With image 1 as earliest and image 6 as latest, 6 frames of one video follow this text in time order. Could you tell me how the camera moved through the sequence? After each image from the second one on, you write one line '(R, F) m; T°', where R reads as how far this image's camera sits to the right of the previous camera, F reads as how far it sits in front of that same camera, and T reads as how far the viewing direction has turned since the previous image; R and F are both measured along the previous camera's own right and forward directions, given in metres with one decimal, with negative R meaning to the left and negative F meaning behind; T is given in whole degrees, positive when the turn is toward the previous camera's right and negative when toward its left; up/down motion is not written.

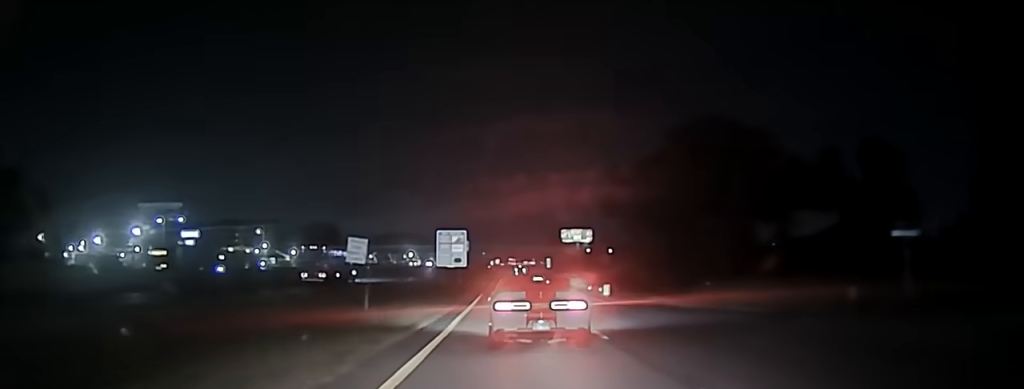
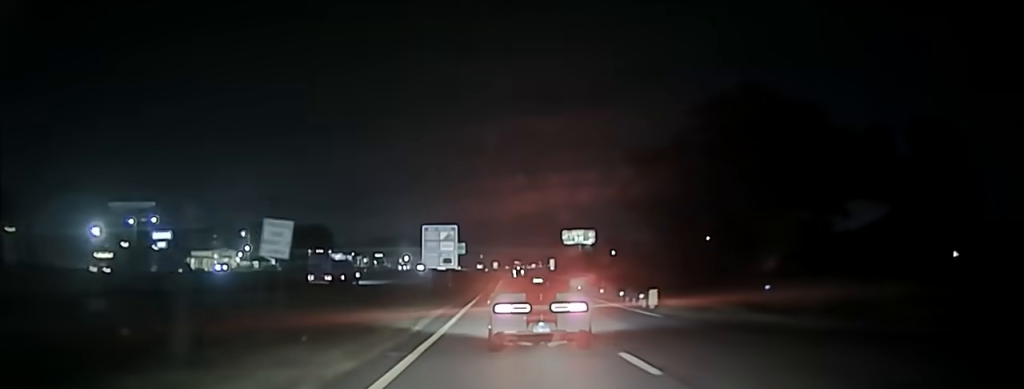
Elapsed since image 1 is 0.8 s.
(0.0, +17.4) m; 0°
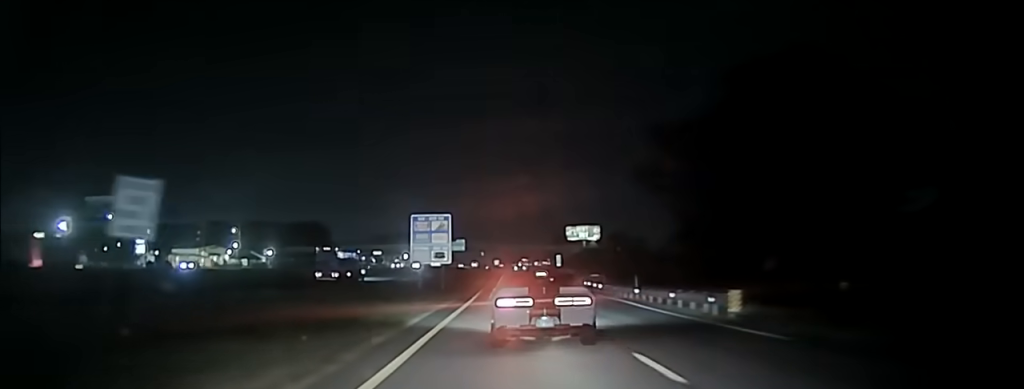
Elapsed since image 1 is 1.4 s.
(0.0, +12.4) m; 0°
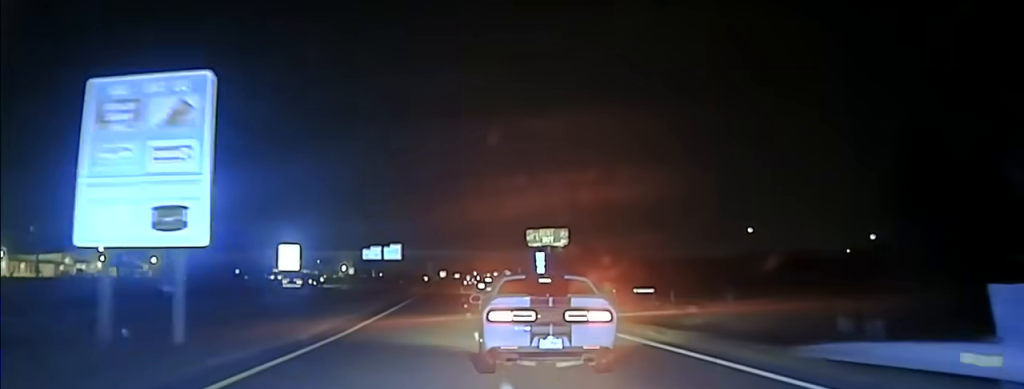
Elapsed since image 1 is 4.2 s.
(+2.3, +67.3) m; +4°
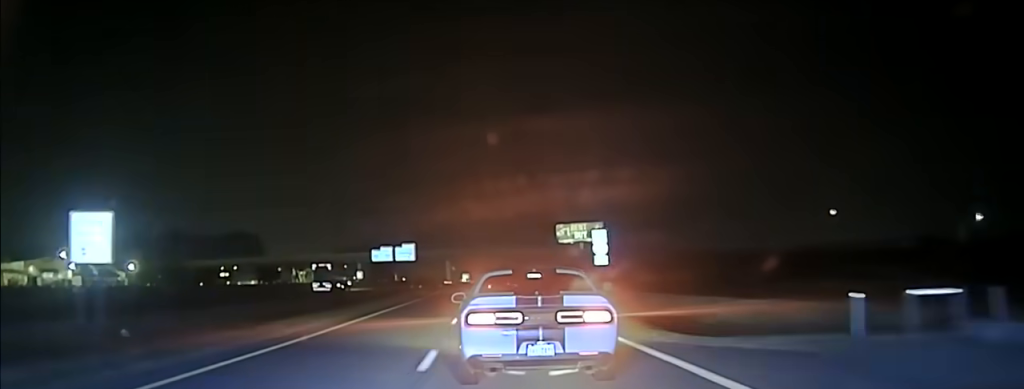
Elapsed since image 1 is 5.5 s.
(-0.2, +30.6) m; -1°
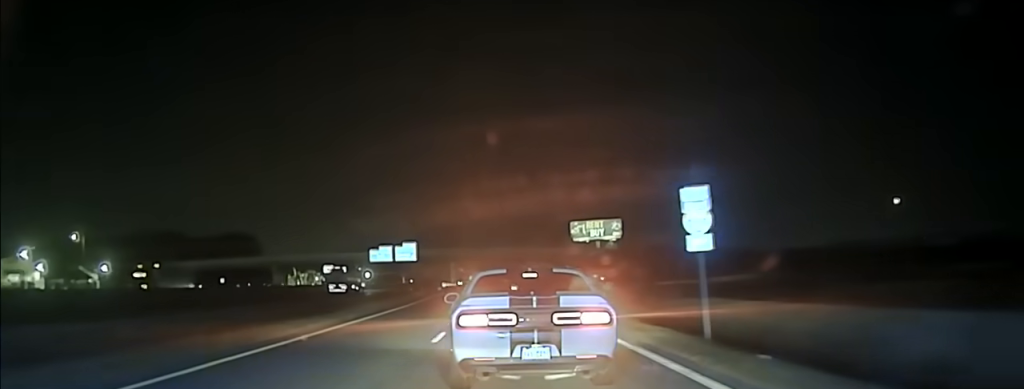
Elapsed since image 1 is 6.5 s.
(-0.1, +17.8) m; 0°
